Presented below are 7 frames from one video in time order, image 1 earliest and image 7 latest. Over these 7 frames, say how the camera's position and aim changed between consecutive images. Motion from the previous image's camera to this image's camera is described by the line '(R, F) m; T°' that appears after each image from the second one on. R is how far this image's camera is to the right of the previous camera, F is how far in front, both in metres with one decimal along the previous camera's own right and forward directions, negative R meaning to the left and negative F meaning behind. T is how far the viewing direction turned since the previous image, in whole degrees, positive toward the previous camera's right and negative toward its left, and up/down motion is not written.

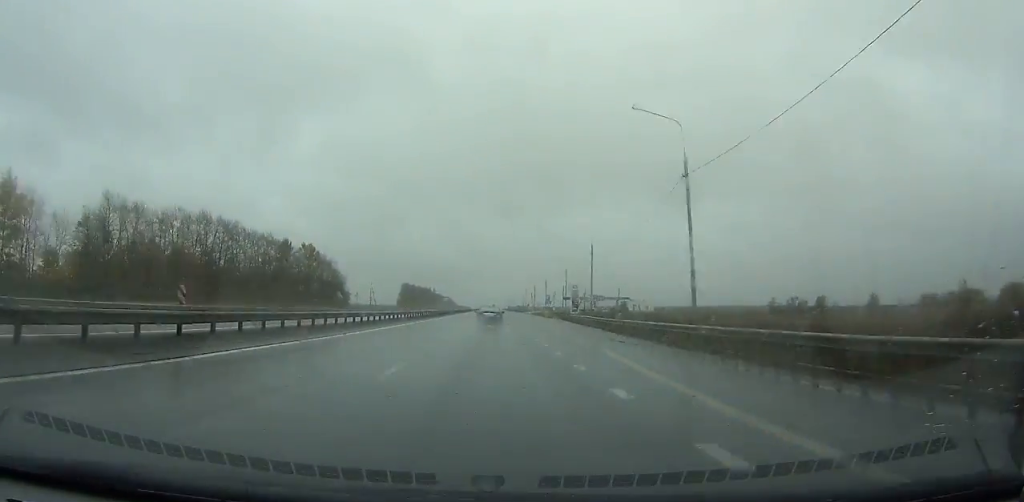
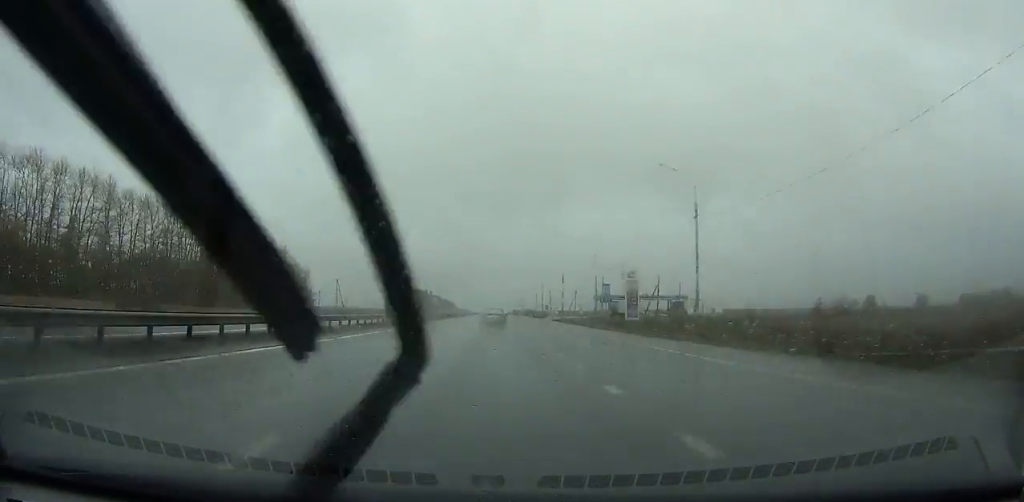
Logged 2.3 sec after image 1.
(+0.1, +66.5) m; 0°
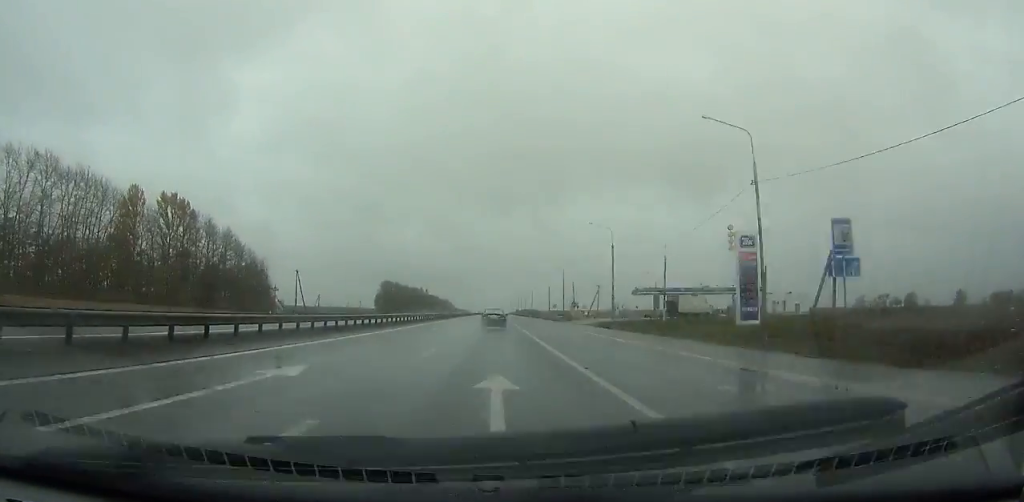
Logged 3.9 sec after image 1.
(0.0, +46.2) m; 0°
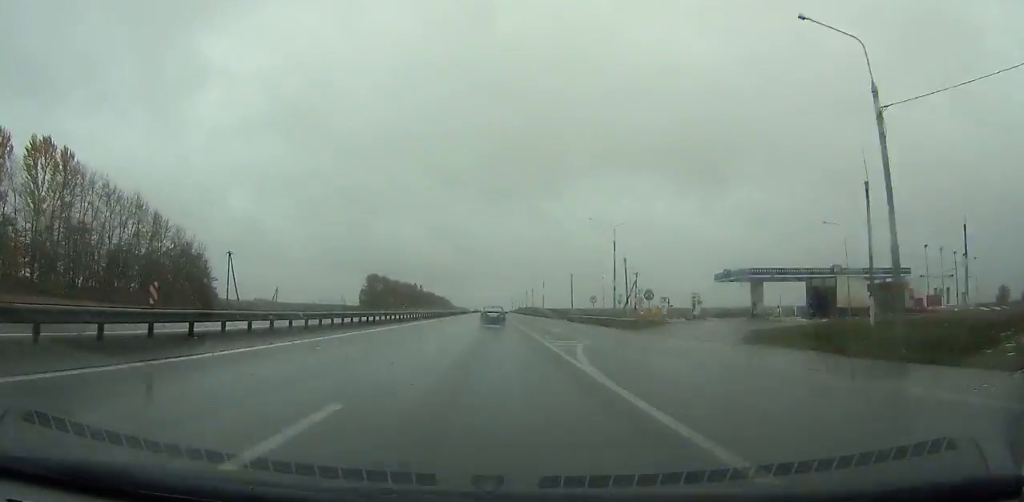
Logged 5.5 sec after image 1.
(0.0, +46.0) m; 0°
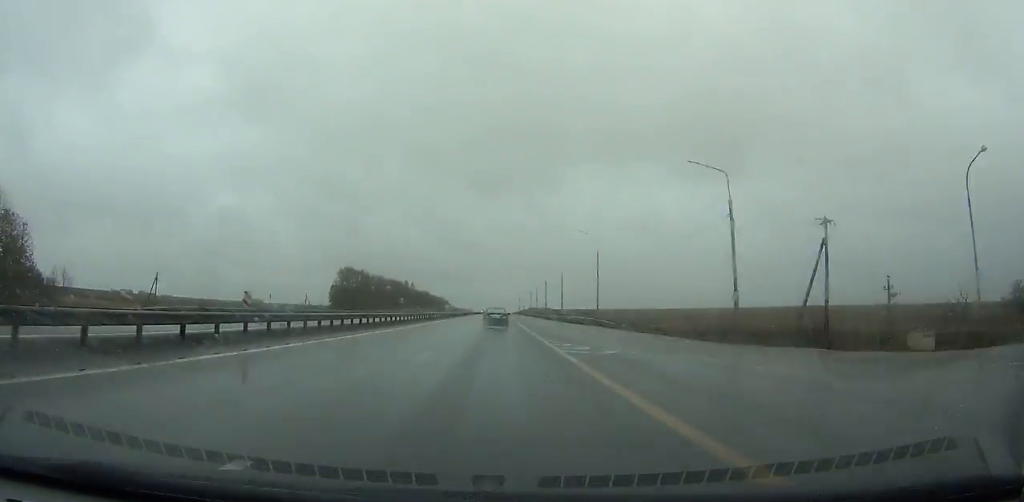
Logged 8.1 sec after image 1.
(+0.1, +73.7) m; 0°
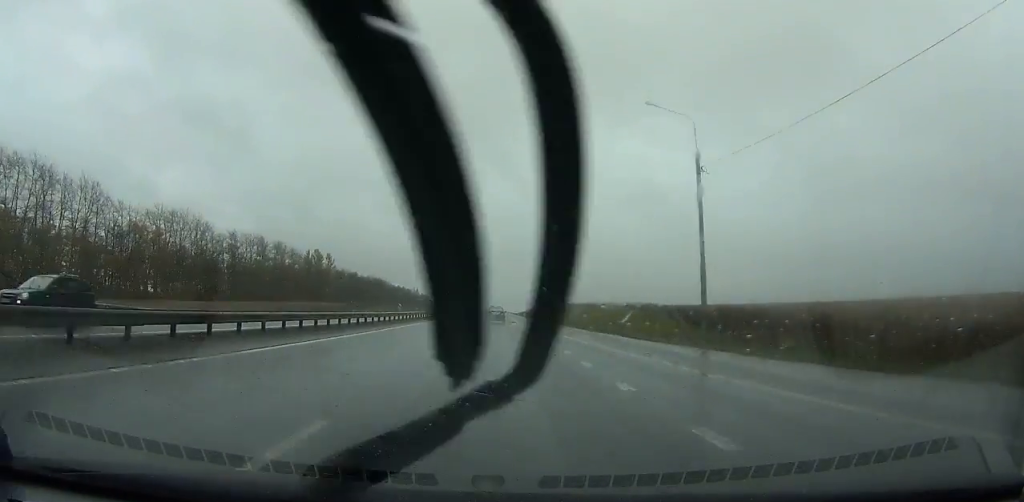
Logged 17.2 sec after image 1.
(+0.2, +251.8) m; 0°
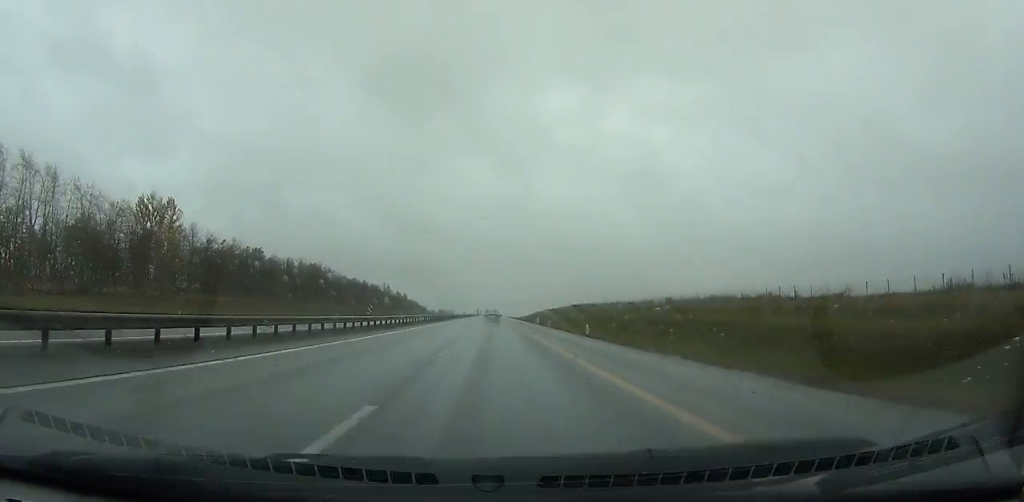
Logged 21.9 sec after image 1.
(-0.4, +130.6) m; 0°
